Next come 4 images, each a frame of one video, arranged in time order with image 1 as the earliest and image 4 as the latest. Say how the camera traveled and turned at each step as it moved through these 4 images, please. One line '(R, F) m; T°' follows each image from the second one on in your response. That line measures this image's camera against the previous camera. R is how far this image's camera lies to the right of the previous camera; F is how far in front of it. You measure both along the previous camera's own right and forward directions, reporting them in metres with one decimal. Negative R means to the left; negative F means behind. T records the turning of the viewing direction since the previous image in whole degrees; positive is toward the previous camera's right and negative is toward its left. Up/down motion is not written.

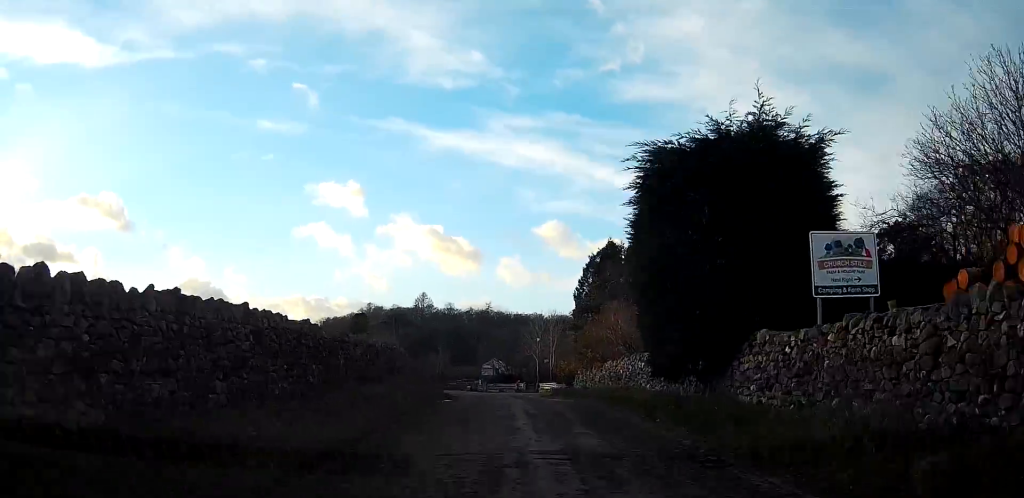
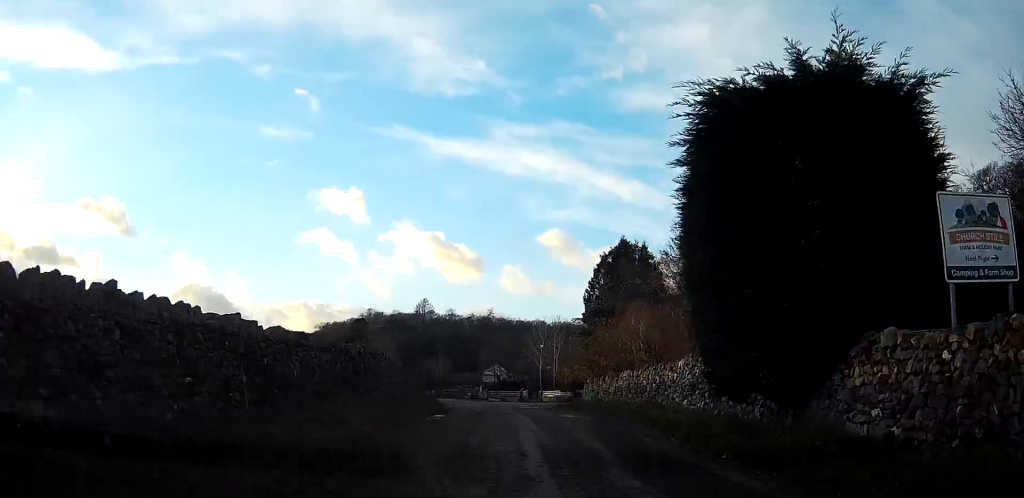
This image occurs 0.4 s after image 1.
(+0.1, +3.7) m; 0°
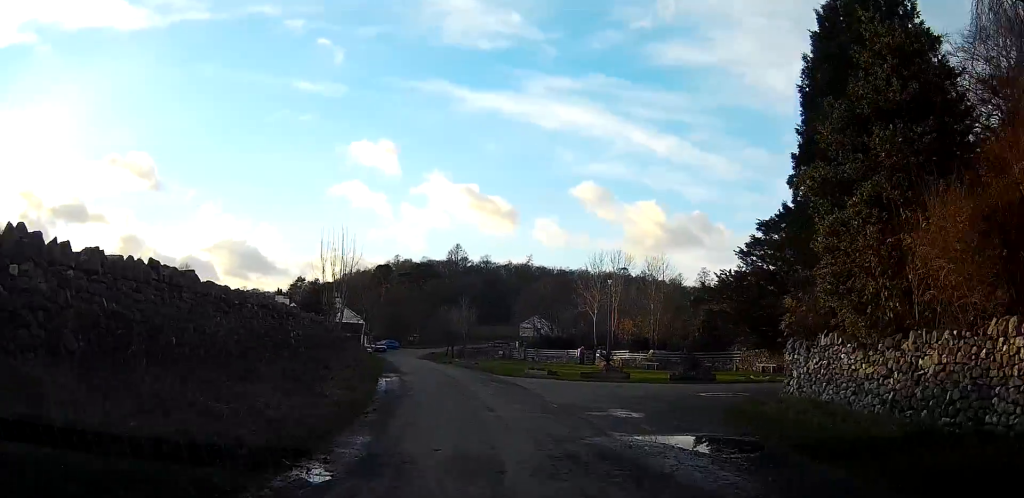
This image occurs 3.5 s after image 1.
(-0.2, +25.6) m; -1°
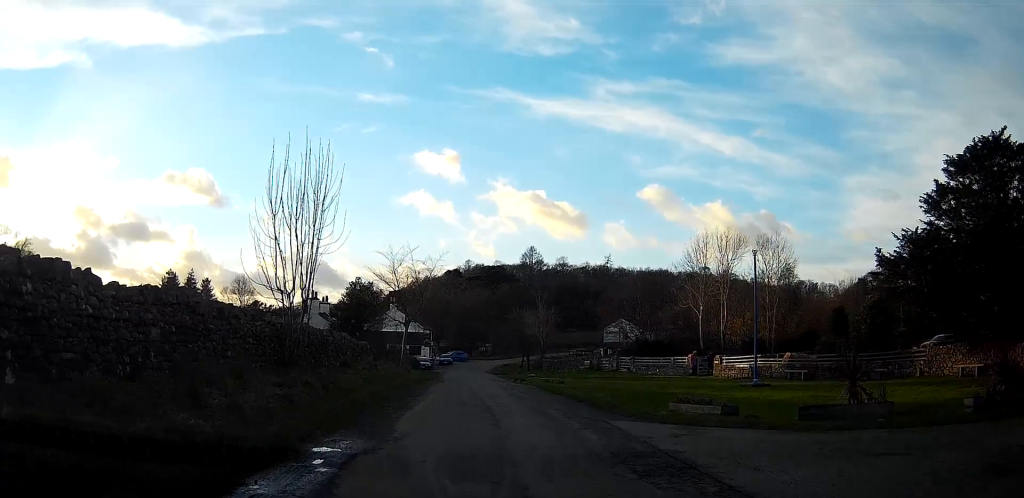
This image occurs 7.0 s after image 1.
(-0.4, +14.1) m; -15°
